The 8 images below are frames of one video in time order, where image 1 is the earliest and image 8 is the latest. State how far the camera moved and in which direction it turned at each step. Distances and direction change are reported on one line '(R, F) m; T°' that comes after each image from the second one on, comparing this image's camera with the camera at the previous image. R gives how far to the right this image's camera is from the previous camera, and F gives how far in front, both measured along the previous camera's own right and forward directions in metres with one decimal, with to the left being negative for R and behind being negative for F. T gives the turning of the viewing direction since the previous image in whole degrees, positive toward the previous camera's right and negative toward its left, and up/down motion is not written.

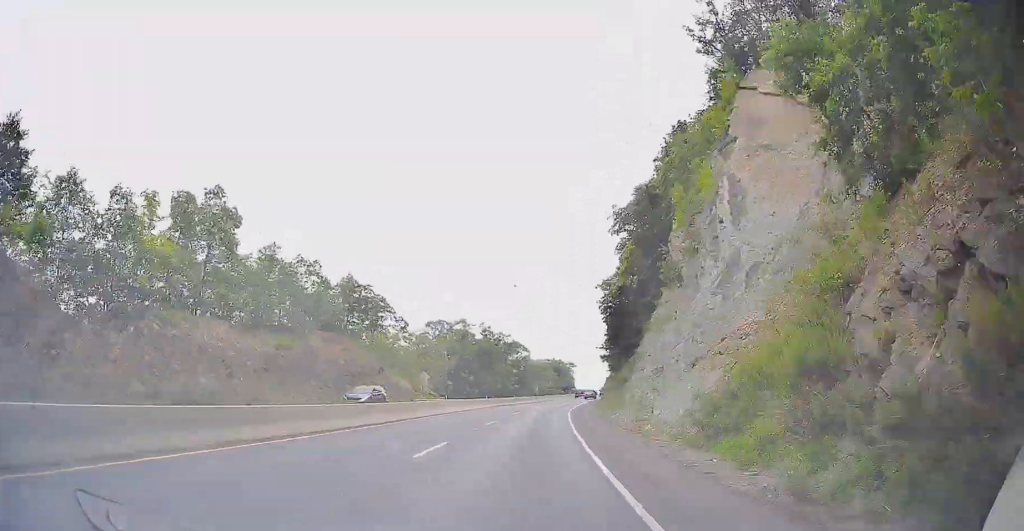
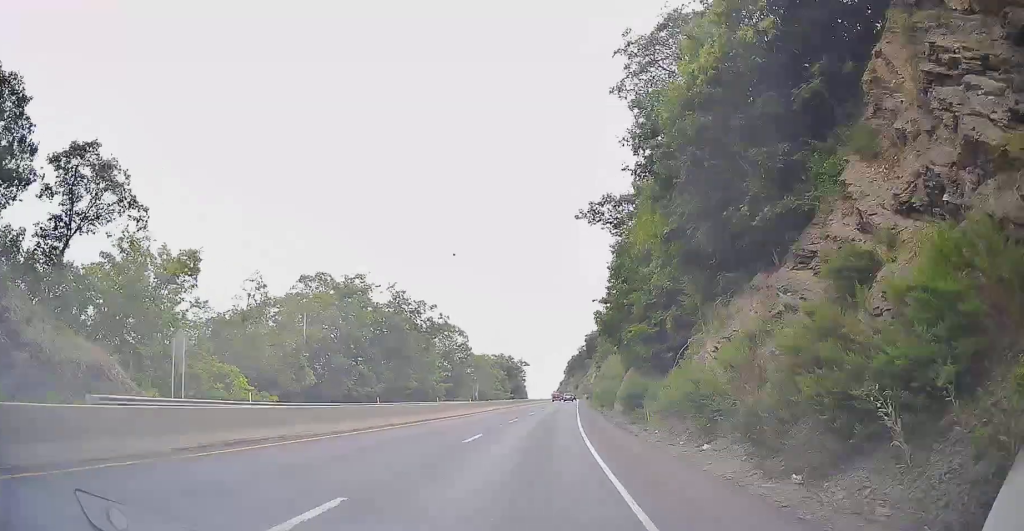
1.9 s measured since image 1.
(+4.4, +45.6) m; +6°
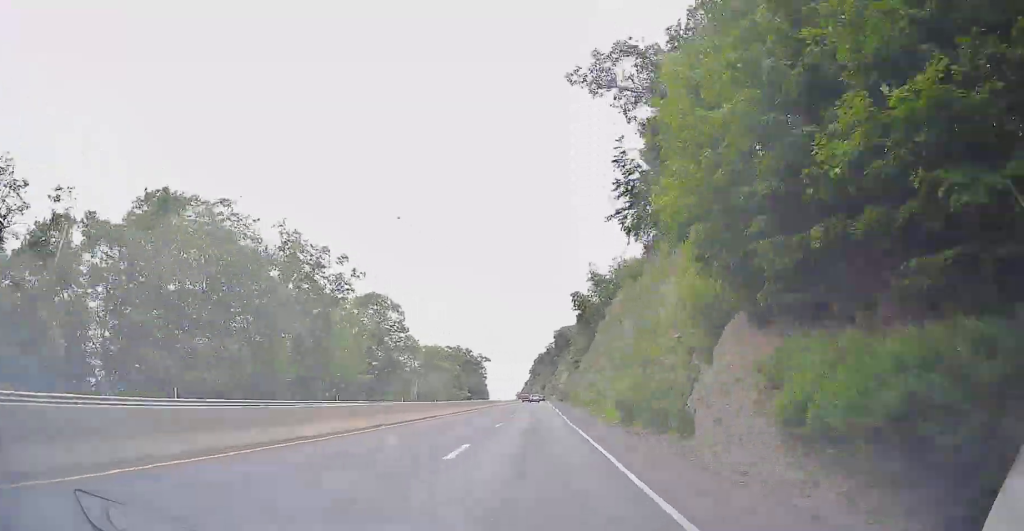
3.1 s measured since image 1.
(+1.0, +29.5) m; +5°
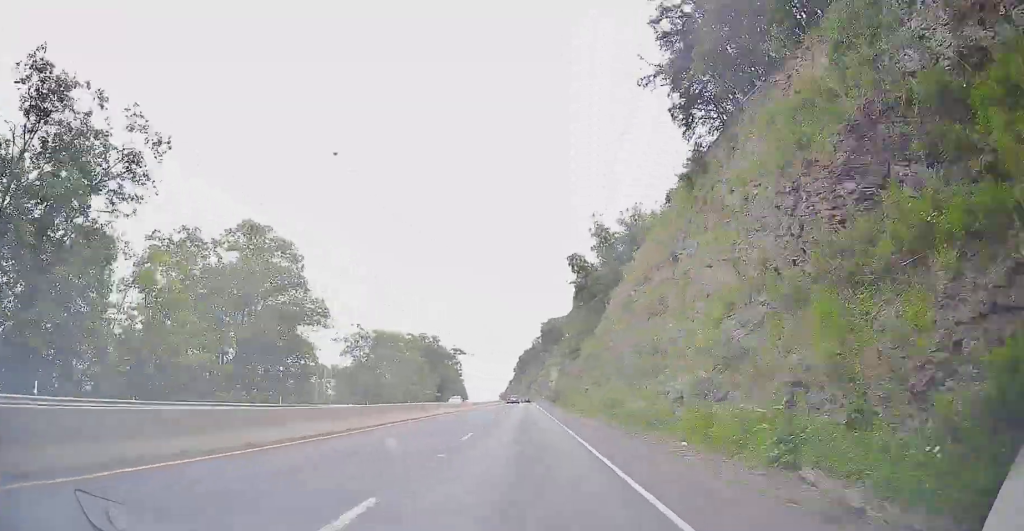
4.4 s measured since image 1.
(-0.3, +32.6) m; +7°
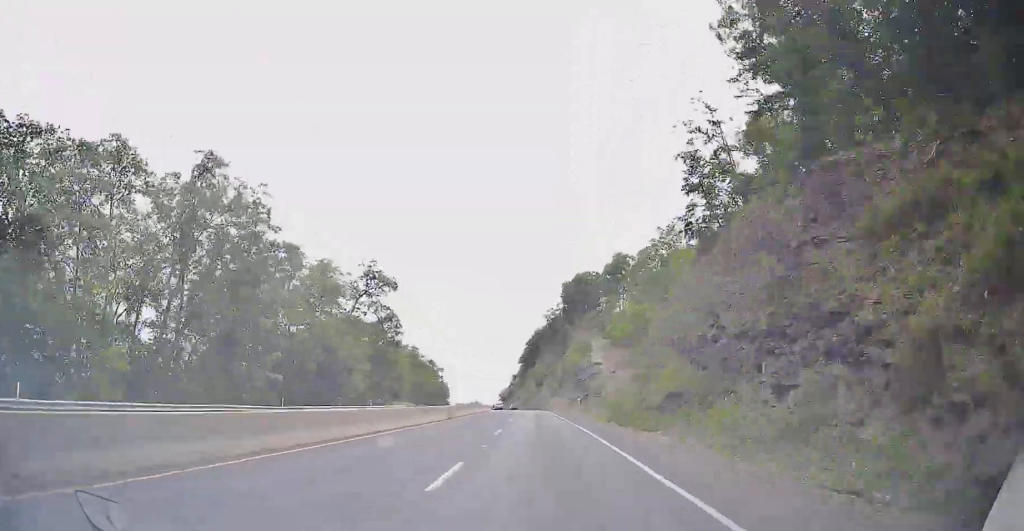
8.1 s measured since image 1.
(+18.2, +91.0) m; -7°
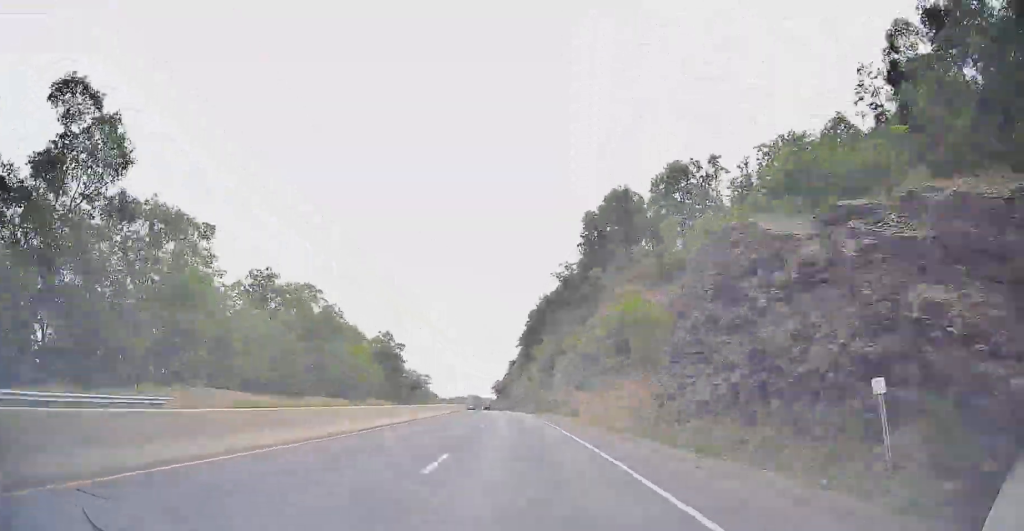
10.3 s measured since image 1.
(-18.6, +57.2) m; -11°
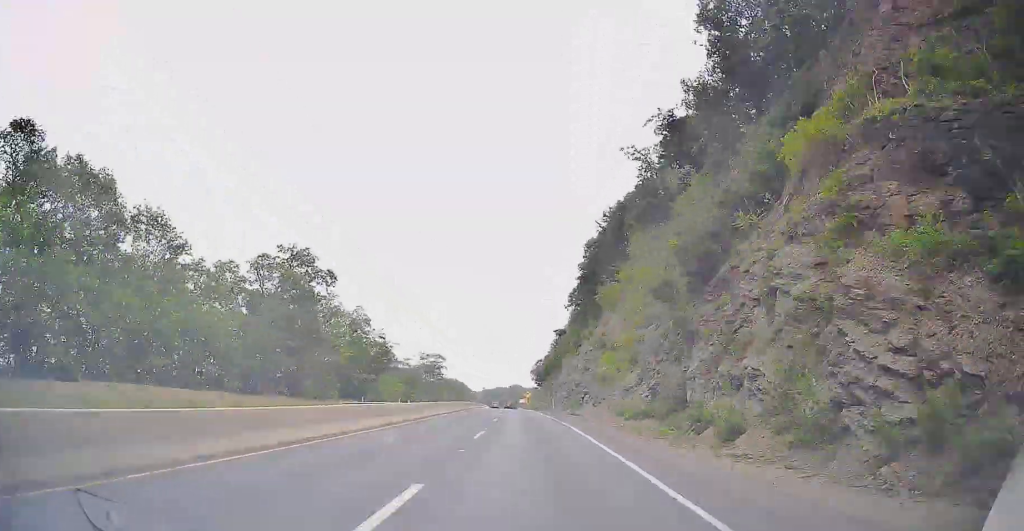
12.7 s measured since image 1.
(-7.8, +69.7) m; -3°
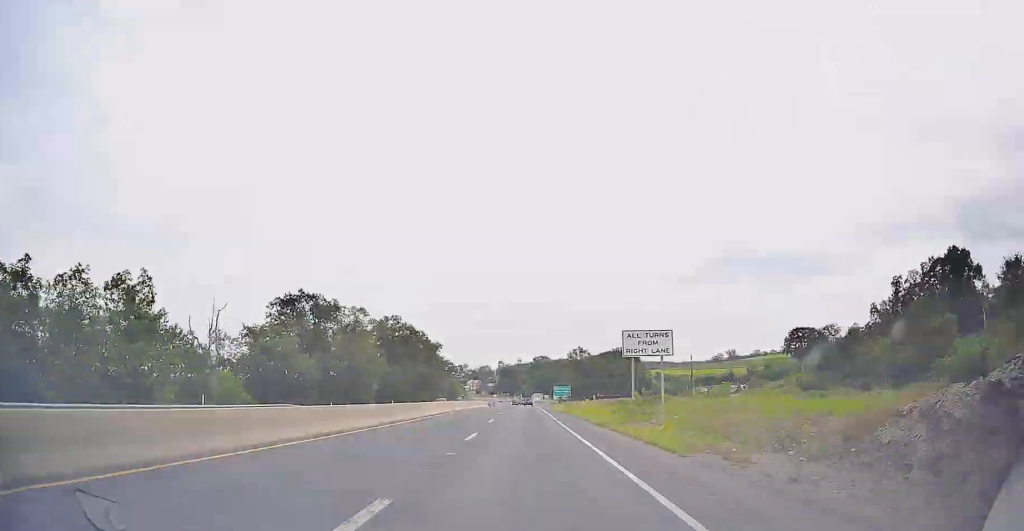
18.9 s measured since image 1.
(+16.9, +179.4) m; +6°
